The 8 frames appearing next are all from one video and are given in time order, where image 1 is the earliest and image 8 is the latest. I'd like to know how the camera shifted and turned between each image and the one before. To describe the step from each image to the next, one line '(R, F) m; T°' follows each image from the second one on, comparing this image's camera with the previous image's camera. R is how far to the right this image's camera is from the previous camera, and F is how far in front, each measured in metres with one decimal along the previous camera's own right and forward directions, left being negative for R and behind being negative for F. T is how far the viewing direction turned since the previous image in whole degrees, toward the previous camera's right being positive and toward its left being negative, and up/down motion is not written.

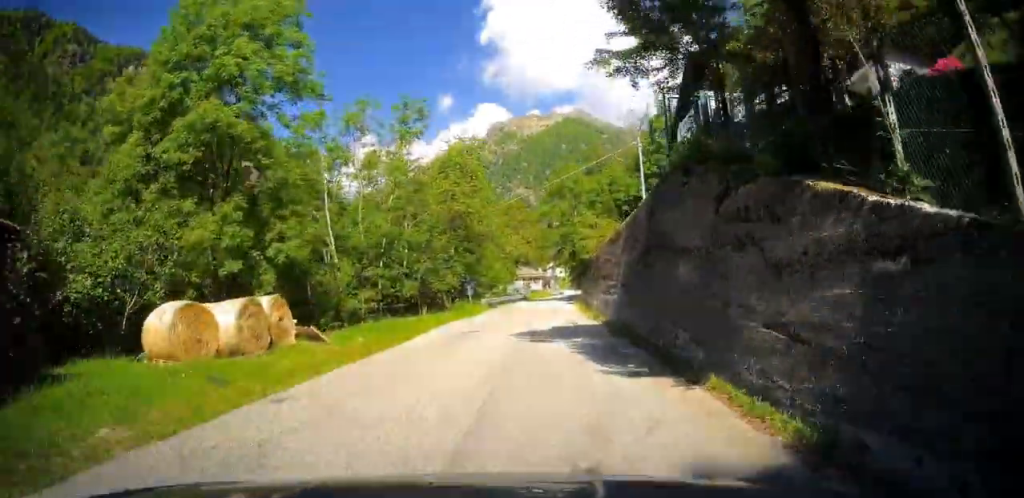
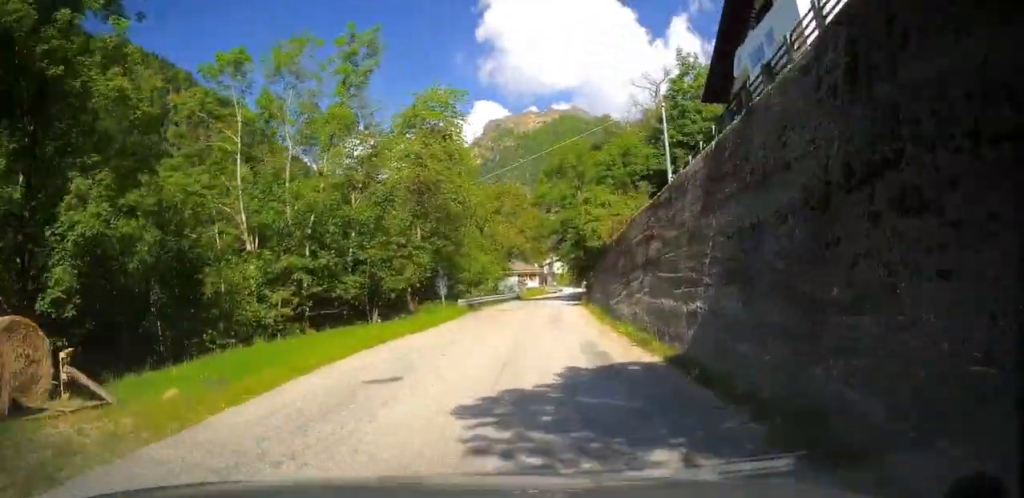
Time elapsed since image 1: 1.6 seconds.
(+0.2, +11.1) m; +1°
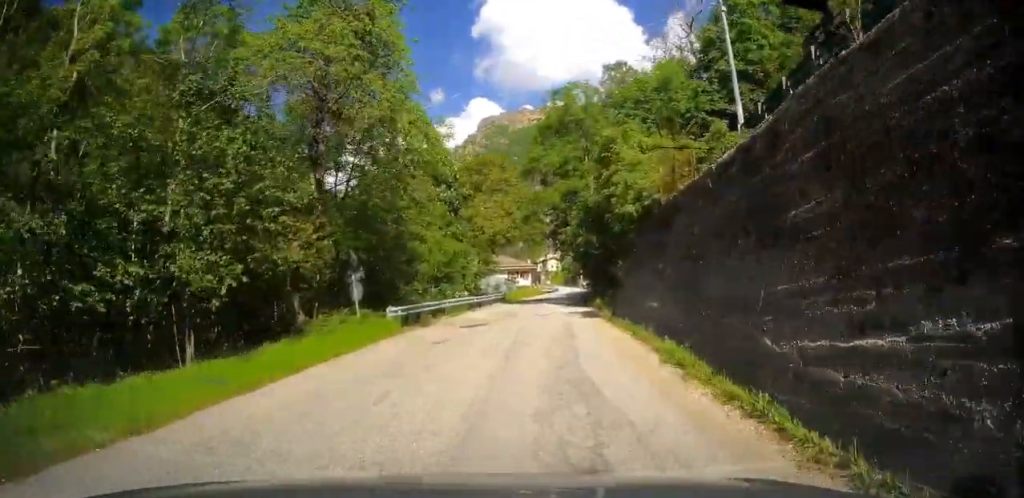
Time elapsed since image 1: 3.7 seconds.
(+0.2, +14.7) m; +2°
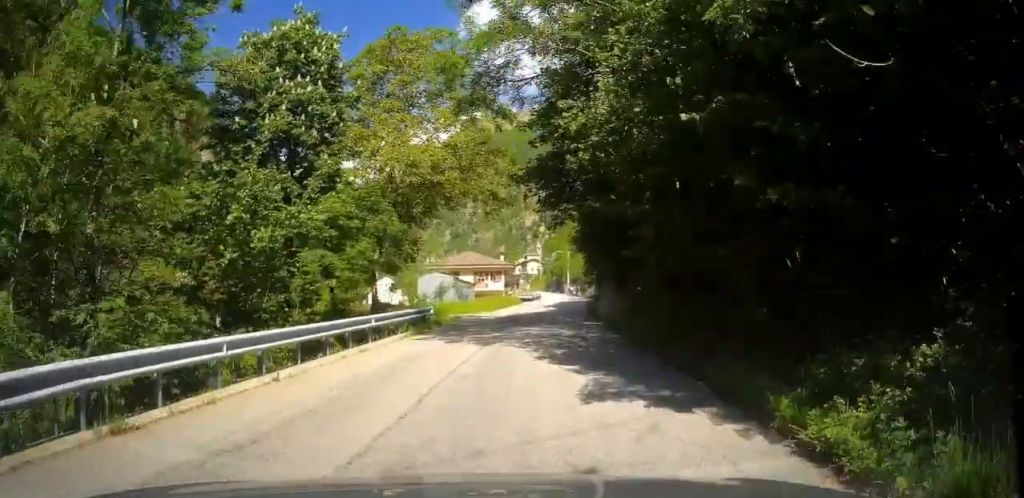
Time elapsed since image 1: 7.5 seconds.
(-0.1, +26.4) m; -1°
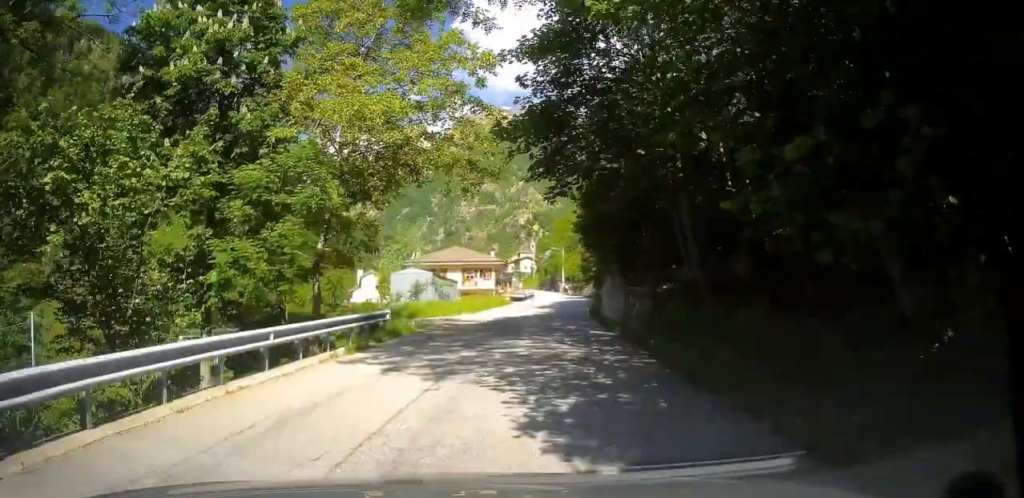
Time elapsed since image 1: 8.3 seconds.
(-0.3, +5.8) m; 0°
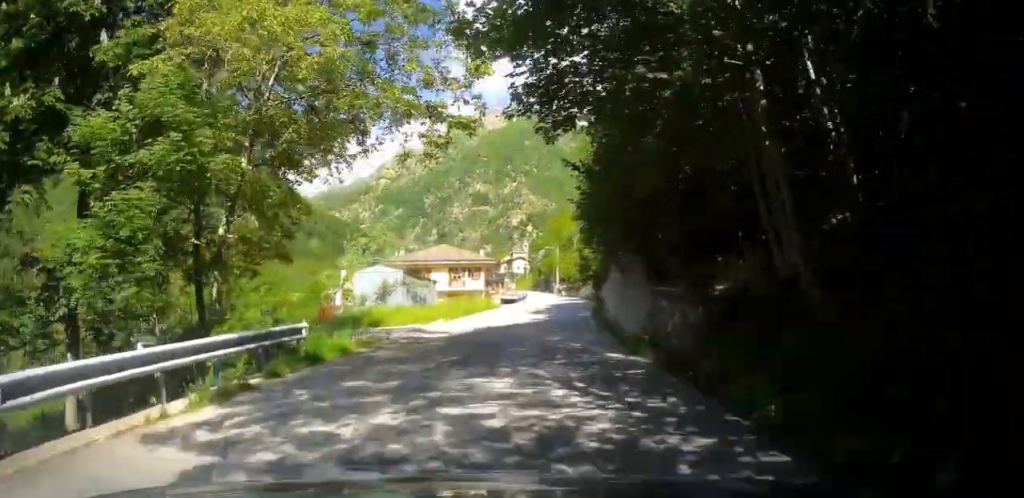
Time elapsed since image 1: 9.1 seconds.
(+0.2, +5.9) m; +1°
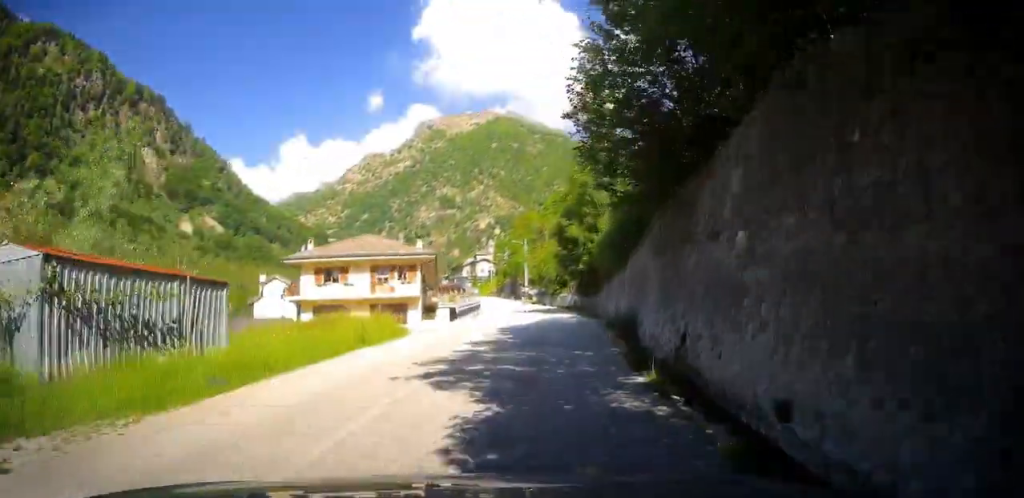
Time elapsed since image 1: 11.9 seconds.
(+1.0, +21.3) m; +5°
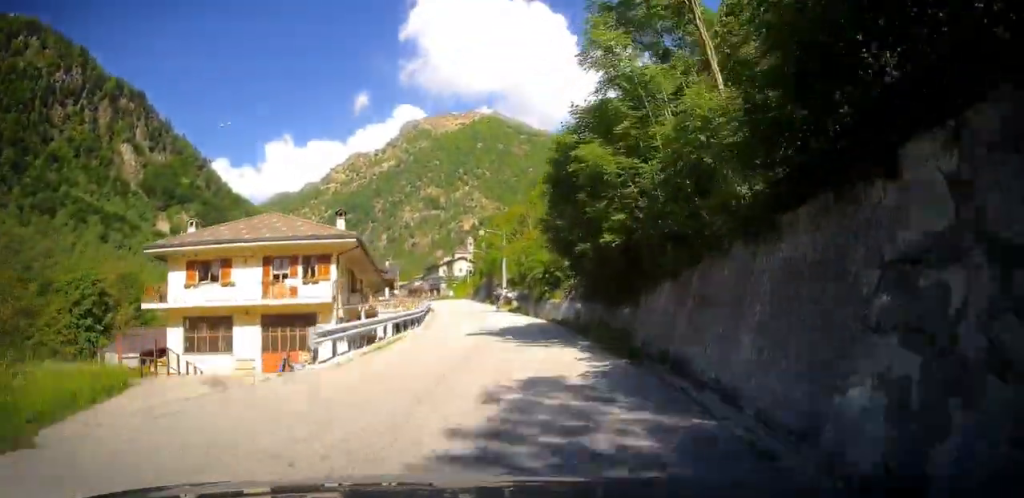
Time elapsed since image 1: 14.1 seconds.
(+0.8, +17.8) m; +2°
